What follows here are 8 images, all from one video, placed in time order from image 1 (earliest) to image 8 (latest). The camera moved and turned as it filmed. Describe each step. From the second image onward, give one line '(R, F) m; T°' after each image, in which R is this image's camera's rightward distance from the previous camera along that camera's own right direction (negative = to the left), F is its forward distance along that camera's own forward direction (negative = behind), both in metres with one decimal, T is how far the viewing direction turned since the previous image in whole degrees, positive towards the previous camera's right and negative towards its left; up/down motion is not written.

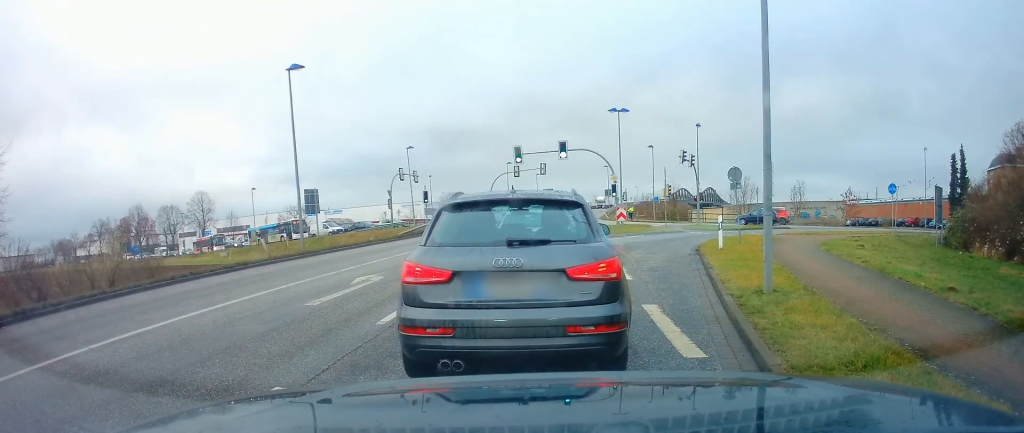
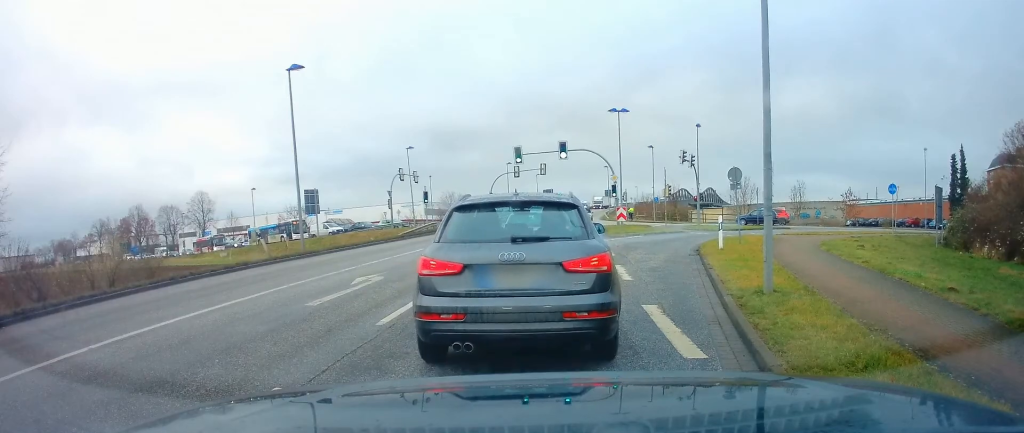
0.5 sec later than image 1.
(0.0, 0.0) m; 0°
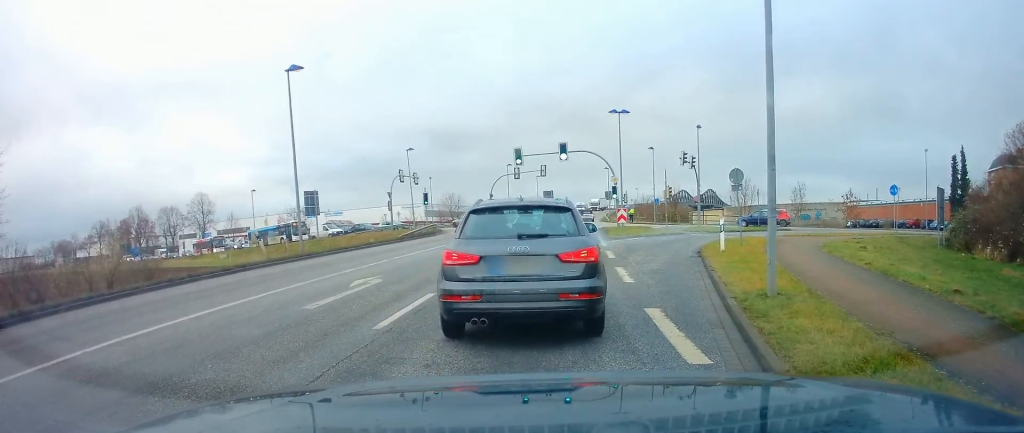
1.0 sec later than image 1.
(0.0, +0.2) m; 0°
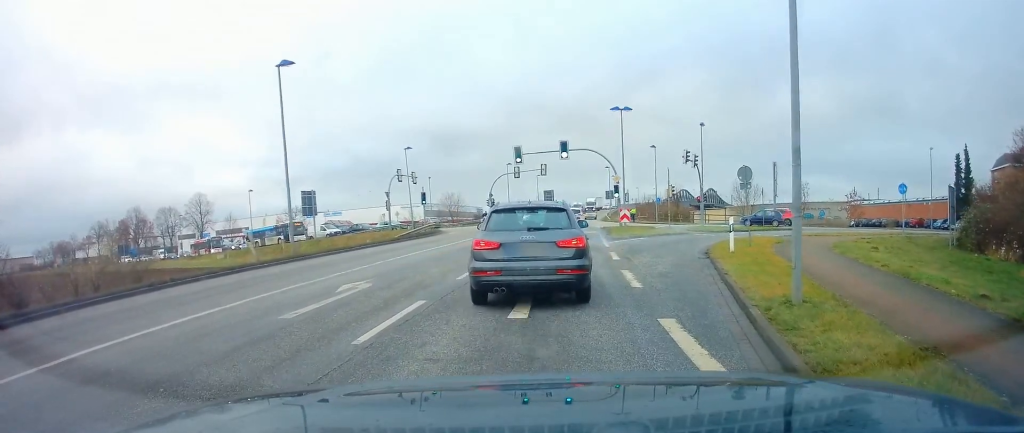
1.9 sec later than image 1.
(0.0, +0.9) m; 0°
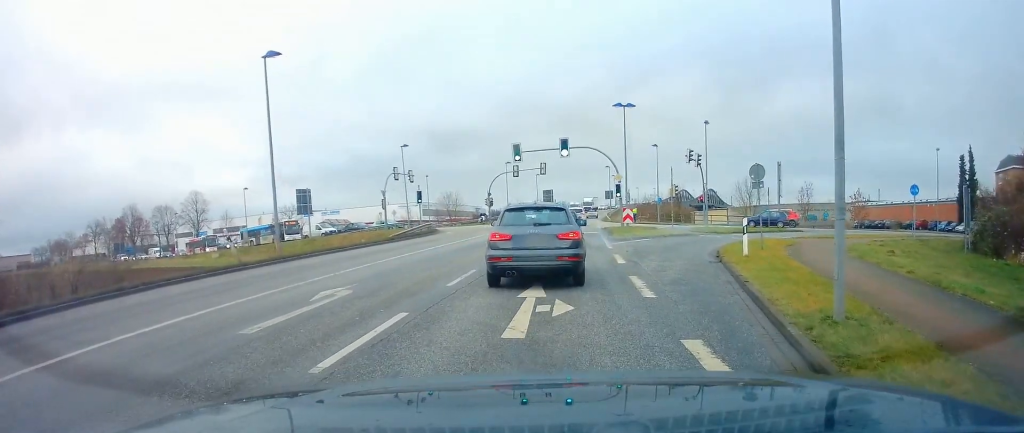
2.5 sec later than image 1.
(0.0, +1.2) m; 0°
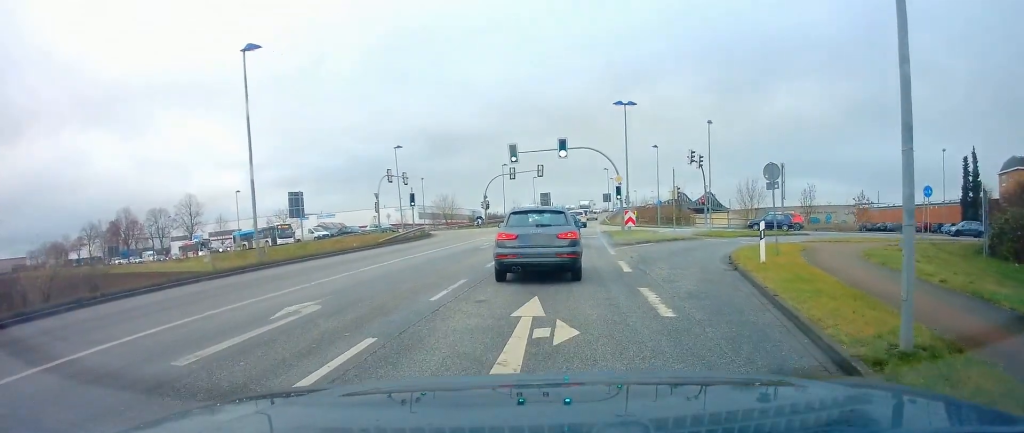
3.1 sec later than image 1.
(0.0, +1.6) m; 0°
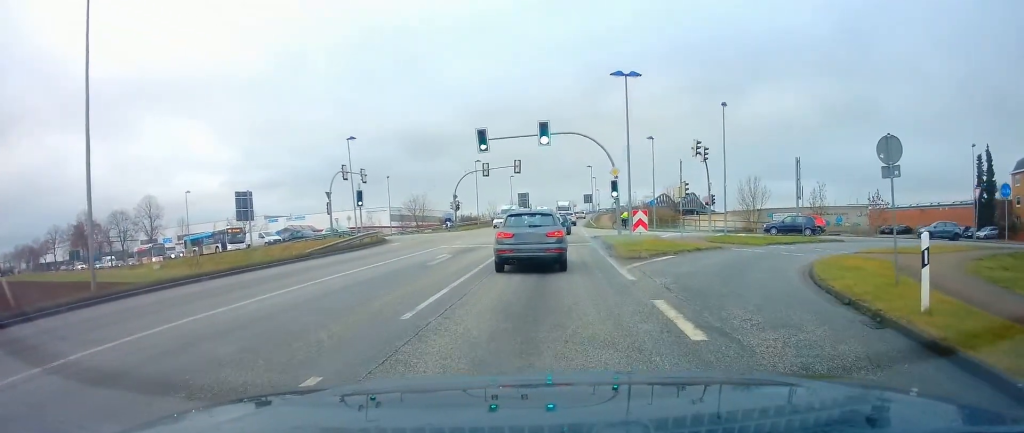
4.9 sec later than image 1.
(0.0, +7.7) m; 0°
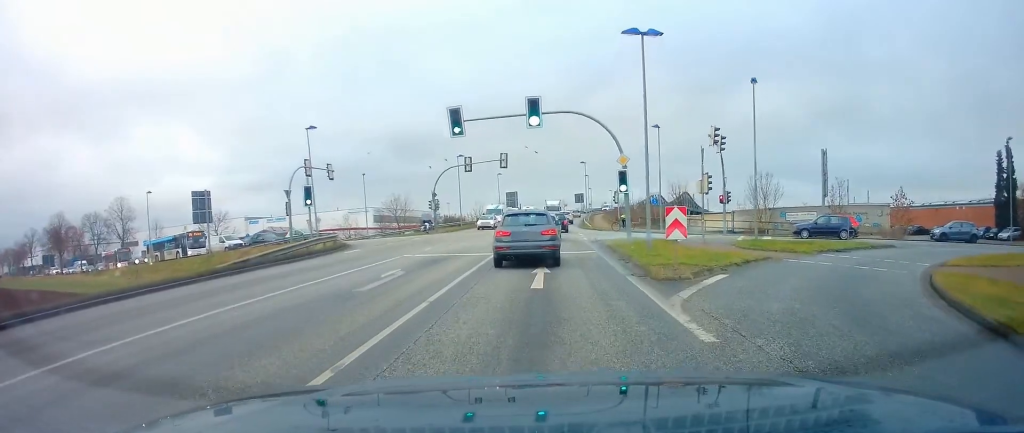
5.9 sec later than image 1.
(0.0, +6.2) m; 0°
